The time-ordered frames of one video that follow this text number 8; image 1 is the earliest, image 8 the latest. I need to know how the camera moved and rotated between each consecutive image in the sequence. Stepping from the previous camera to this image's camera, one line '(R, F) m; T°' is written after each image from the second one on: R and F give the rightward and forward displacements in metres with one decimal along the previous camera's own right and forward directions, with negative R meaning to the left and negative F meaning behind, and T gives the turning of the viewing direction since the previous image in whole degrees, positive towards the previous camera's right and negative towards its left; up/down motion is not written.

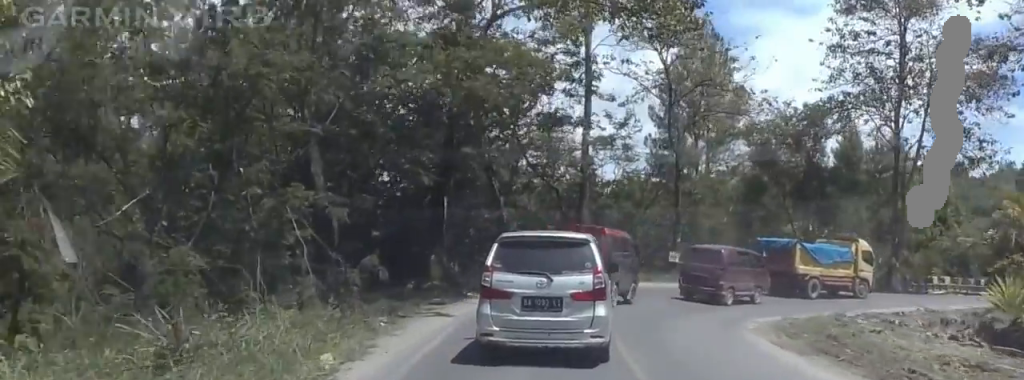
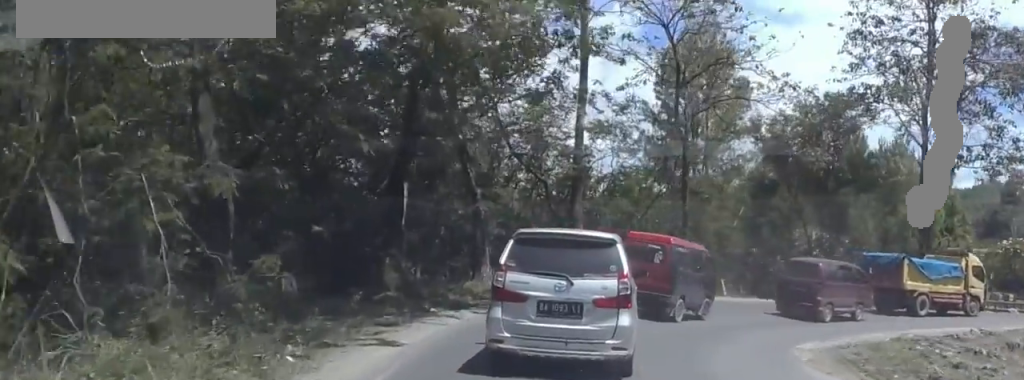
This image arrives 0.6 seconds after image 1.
(-0.1, +4.8) m; -3°
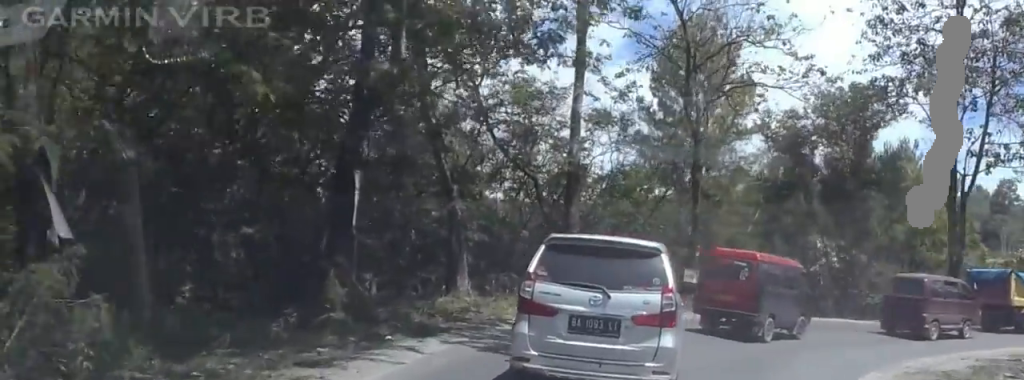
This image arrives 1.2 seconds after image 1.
(-0.5, +3.8) m; -1°
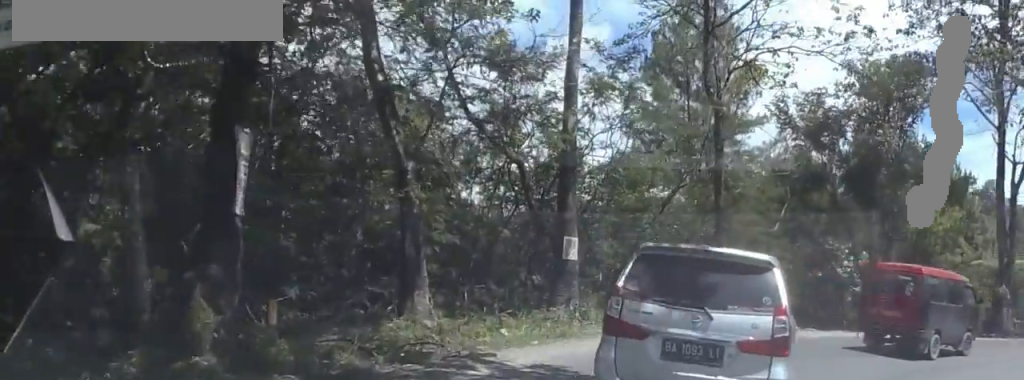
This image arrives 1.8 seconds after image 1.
(+0.1, +5.0) m; +5°
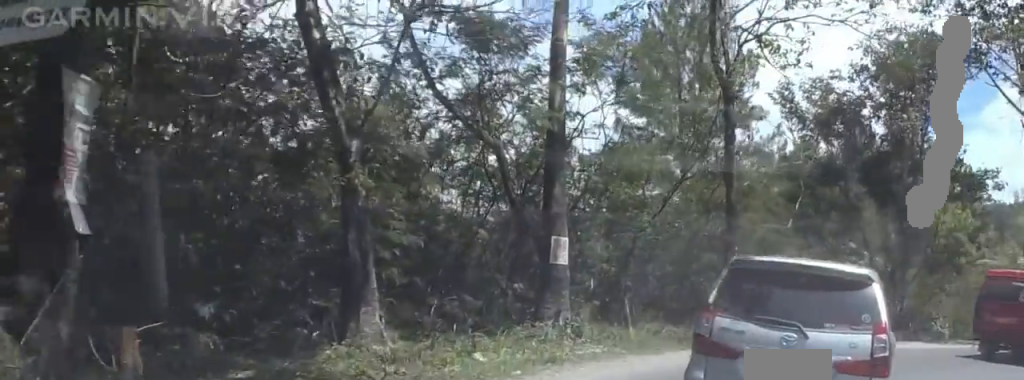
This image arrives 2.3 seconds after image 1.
(0.0, +3.3) m; +6°
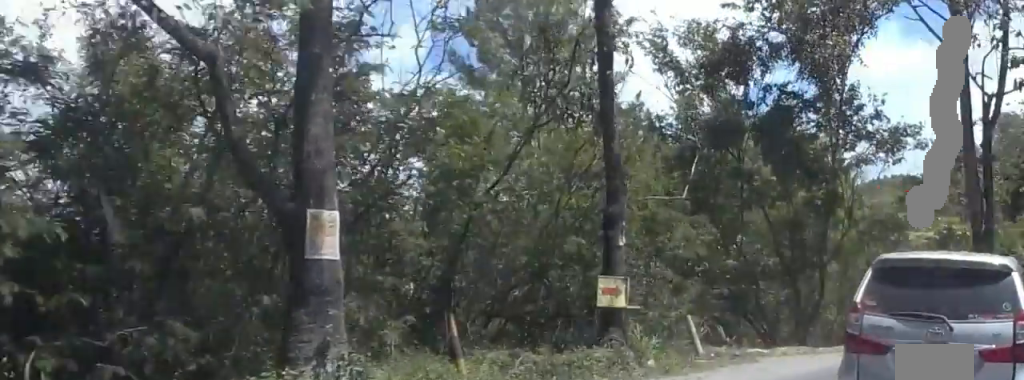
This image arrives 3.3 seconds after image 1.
(+1.0, +7.3) m; +20°
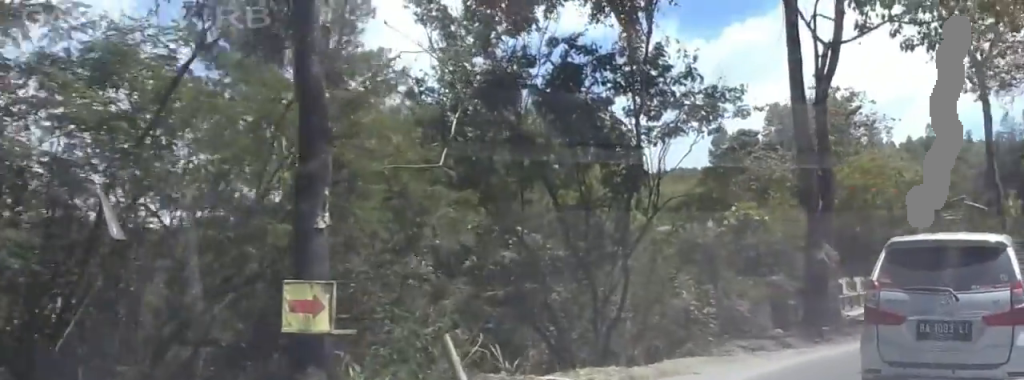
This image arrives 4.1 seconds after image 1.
(+1.1, +5.2) m; +16°
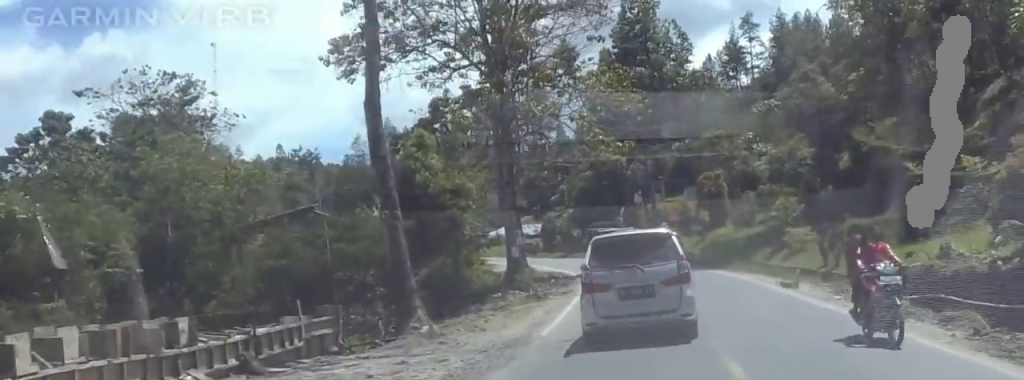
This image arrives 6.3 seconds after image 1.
(+4.6, +13.6) m; +27°
